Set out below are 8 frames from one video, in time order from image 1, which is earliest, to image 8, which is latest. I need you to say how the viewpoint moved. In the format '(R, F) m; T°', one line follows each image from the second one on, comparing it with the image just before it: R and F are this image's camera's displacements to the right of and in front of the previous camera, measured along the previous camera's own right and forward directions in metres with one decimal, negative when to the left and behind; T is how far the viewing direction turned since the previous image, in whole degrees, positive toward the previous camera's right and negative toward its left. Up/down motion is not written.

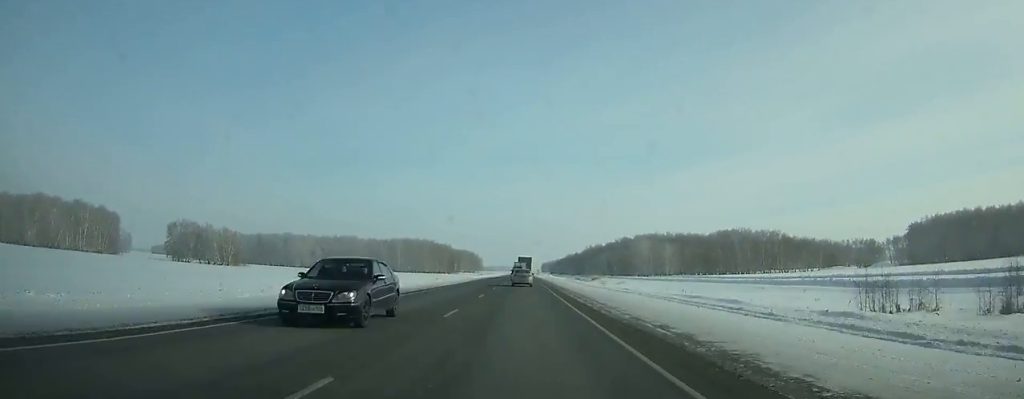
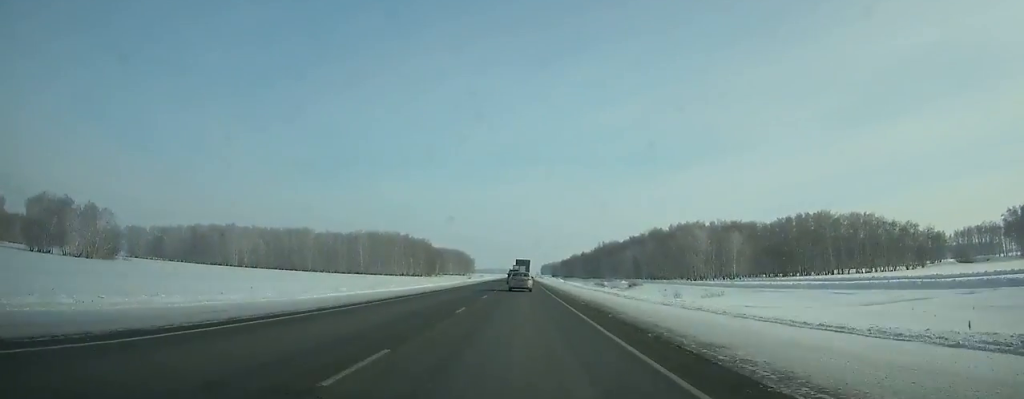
(0.0, +80.5) m; 0°
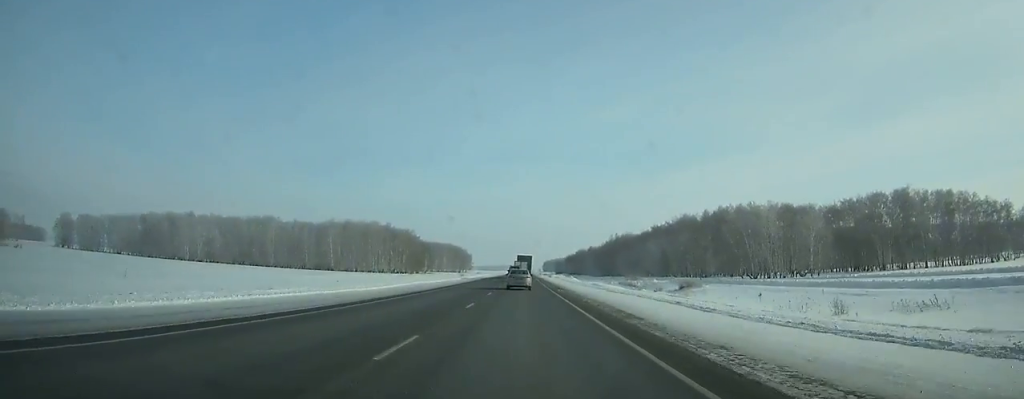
(0.0, +45.5) m; 0°
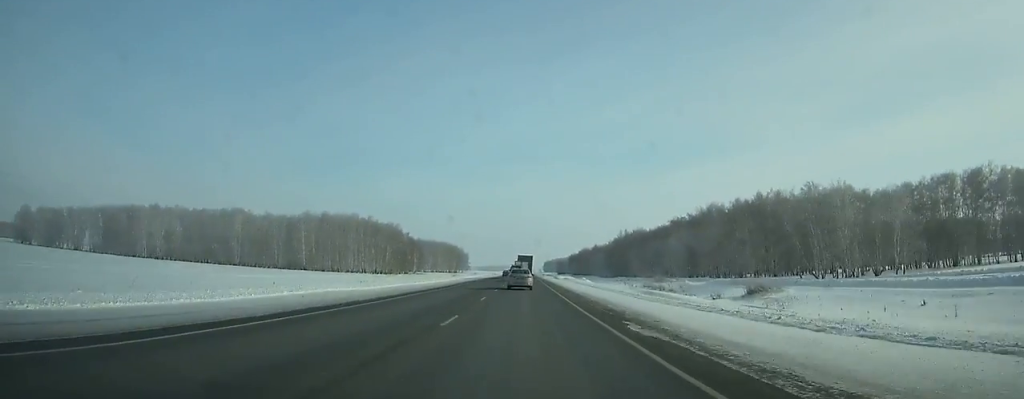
(+0.1, +30.2) m; 0°
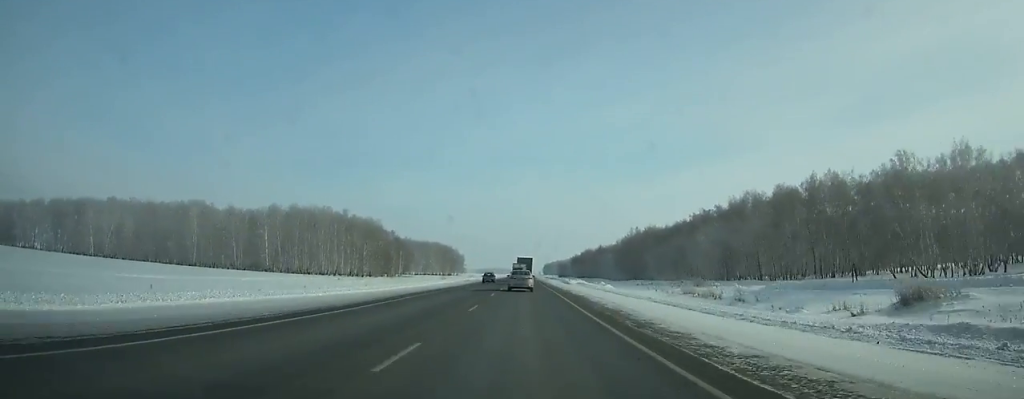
(0.0, +30.2) m; 0°
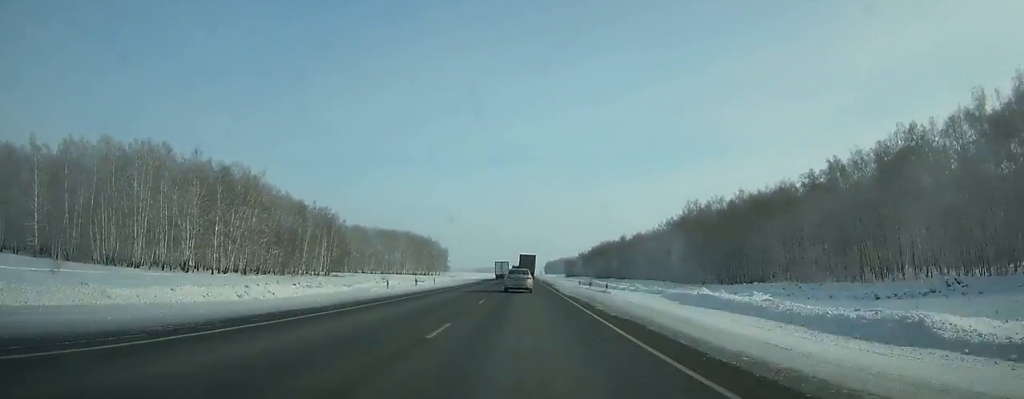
(+0.3, +92.0) m; 0°
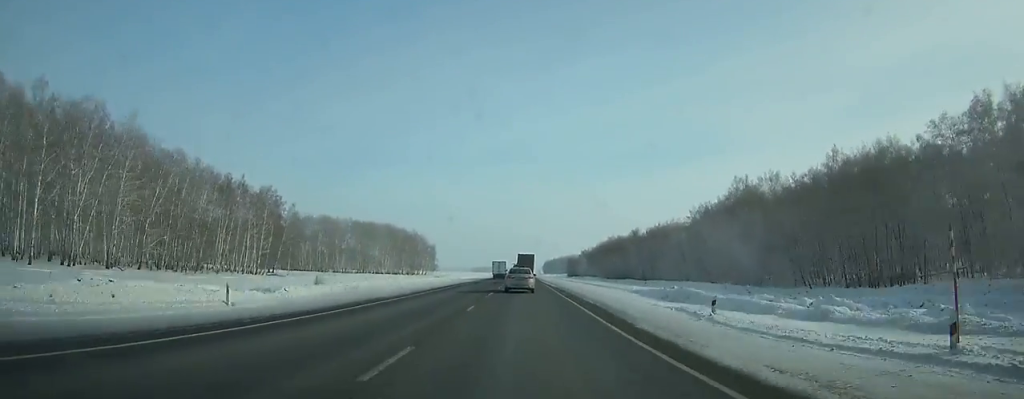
(+0.1, +40.3) m; 0°
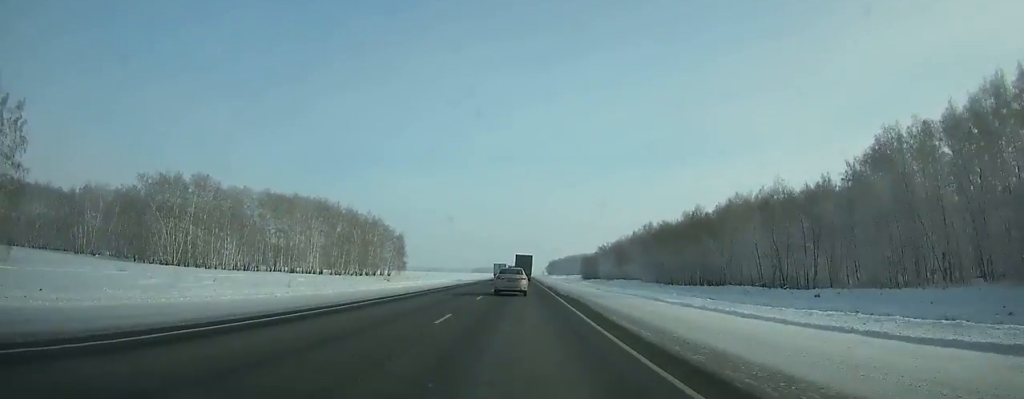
(-0.3, +87.2) m; 0°
